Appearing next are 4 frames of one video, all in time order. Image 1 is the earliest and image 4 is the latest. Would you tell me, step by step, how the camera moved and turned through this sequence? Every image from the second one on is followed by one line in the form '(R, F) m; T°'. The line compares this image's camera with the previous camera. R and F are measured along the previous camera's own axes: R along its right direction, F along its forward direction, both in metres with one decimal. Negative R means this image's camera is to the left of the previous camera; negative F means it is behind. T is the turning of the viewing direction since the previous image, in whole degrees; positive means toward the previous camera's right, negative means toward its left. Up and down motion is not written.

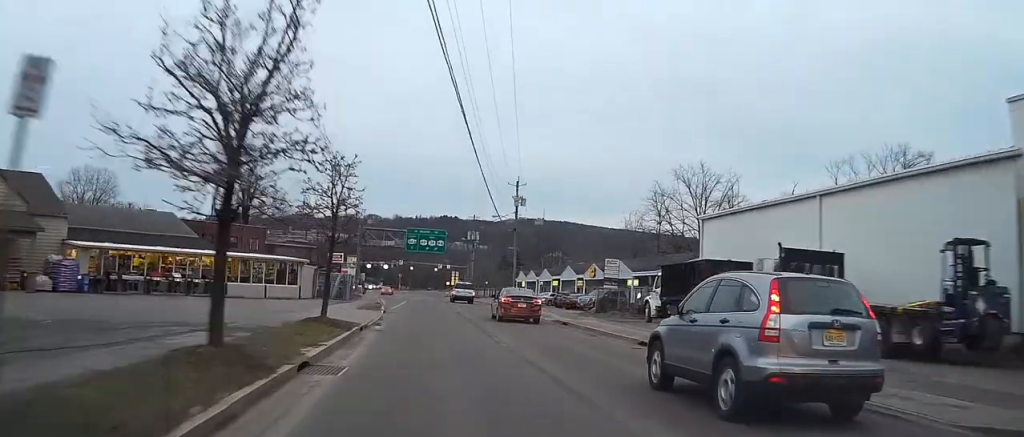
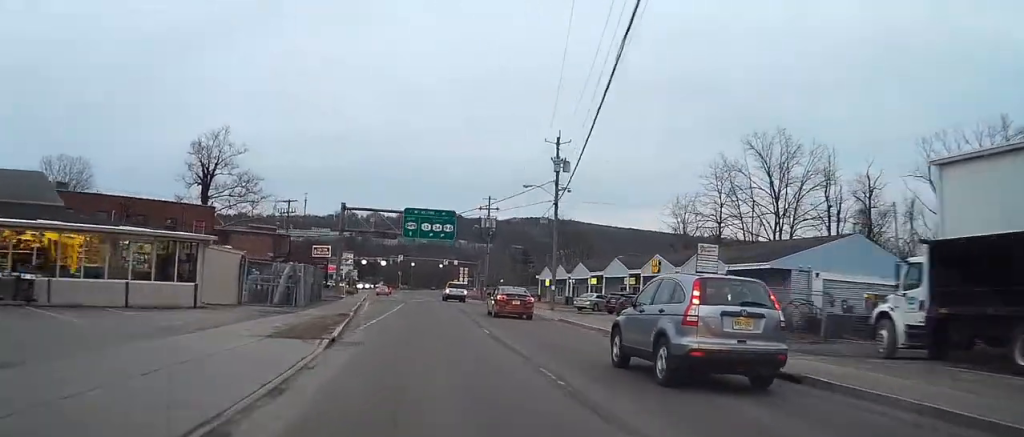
(-0.2, +20.3) m; -1°
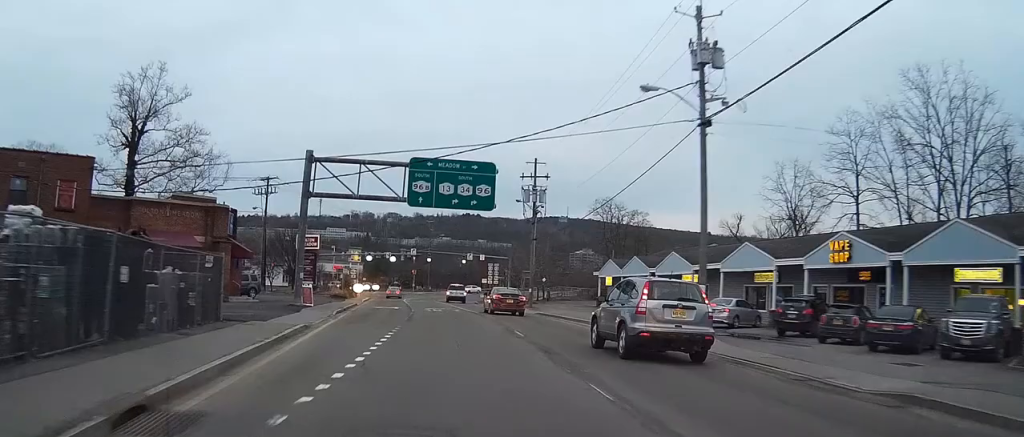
(-0.1, +25.7) m; -1°
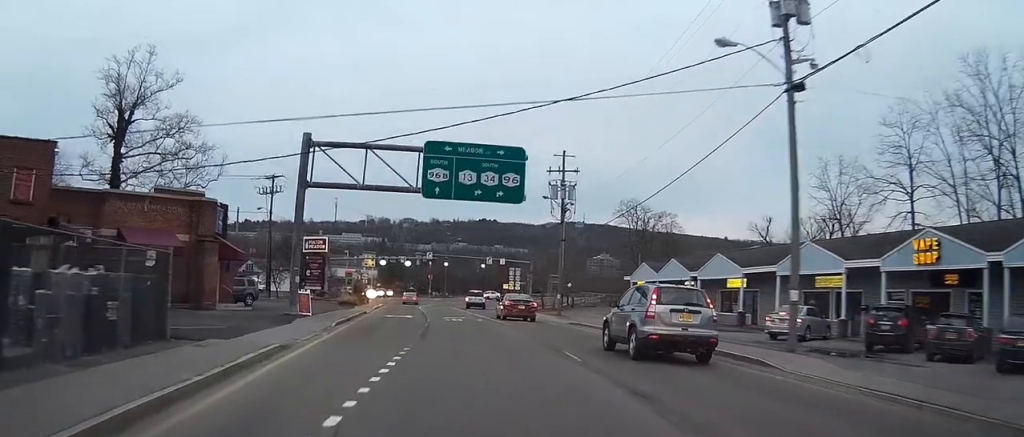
(0.0, +5.9) m; -1°
